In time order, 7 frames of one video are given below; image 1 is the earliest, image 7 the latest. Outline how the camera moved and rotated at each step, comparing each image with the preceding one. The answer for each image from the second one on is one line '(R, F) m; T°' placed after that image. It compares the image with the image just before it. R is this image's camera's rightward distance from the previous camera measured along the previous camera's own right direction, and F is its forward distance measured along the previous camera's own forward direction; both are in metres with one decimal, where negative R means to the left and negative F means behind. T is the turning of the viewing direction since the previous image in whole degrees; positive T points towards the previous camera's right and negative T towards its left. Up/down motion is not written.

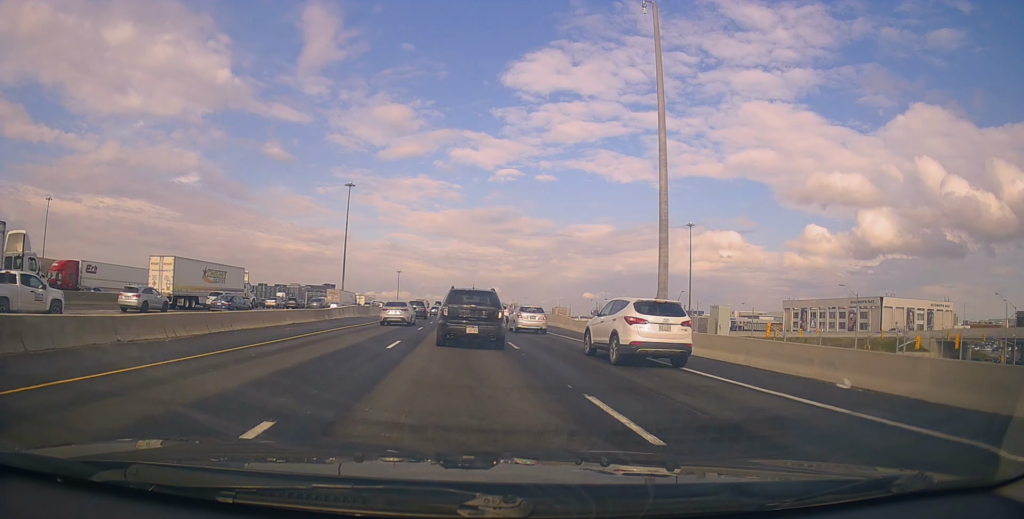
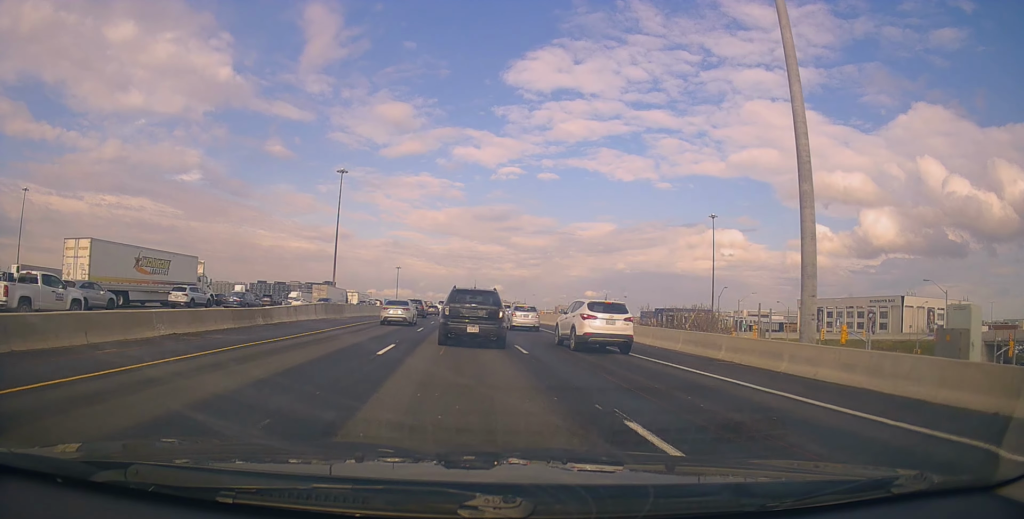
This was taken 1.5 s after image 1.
(+0.1, +14.4) m; +1°
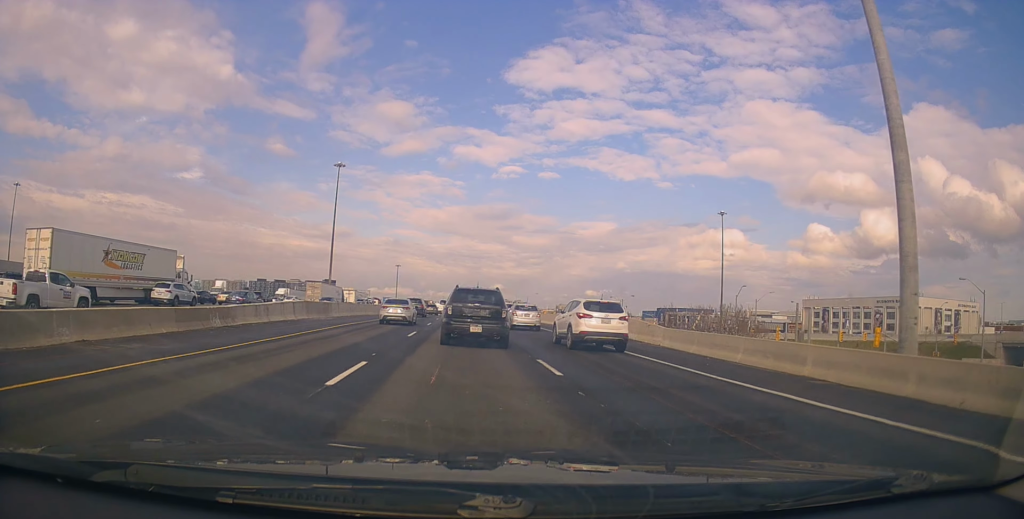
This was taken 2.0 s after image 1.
(+0.1, +5.3) m; 0°
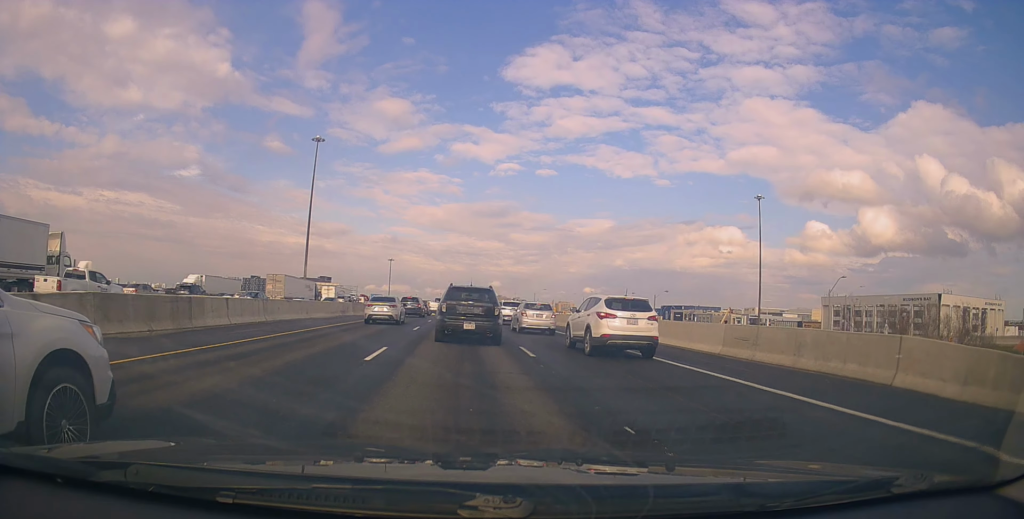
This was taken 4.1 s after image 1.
(-0.1, +21.3) m; 0°
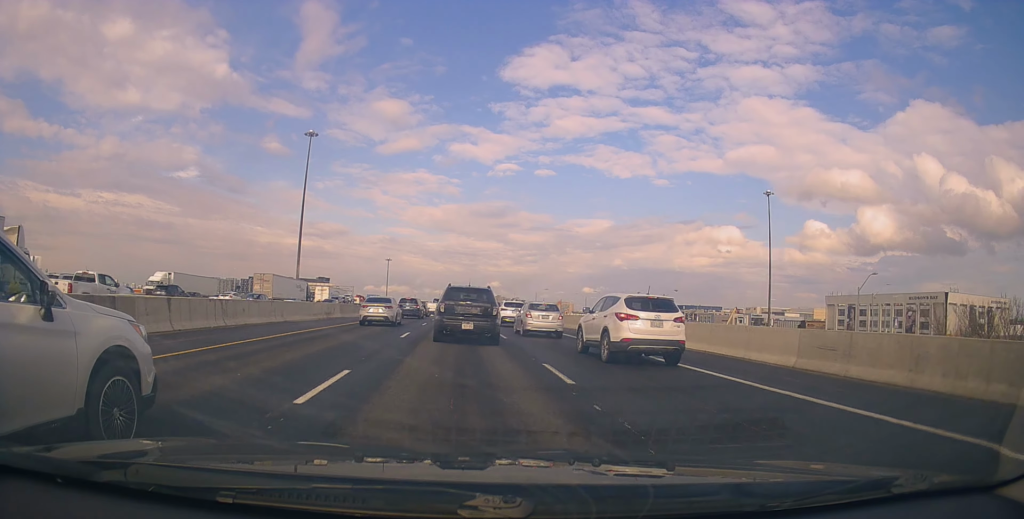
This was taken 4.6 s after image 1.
(-0.3, +5.0) m; 0°
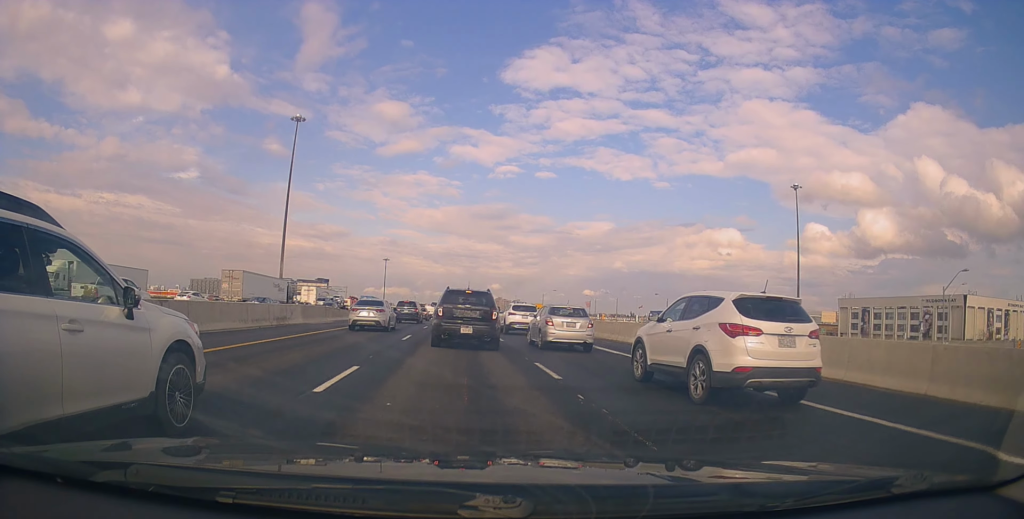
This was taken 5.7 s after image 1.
(+0.4, +11.3) m; -1°
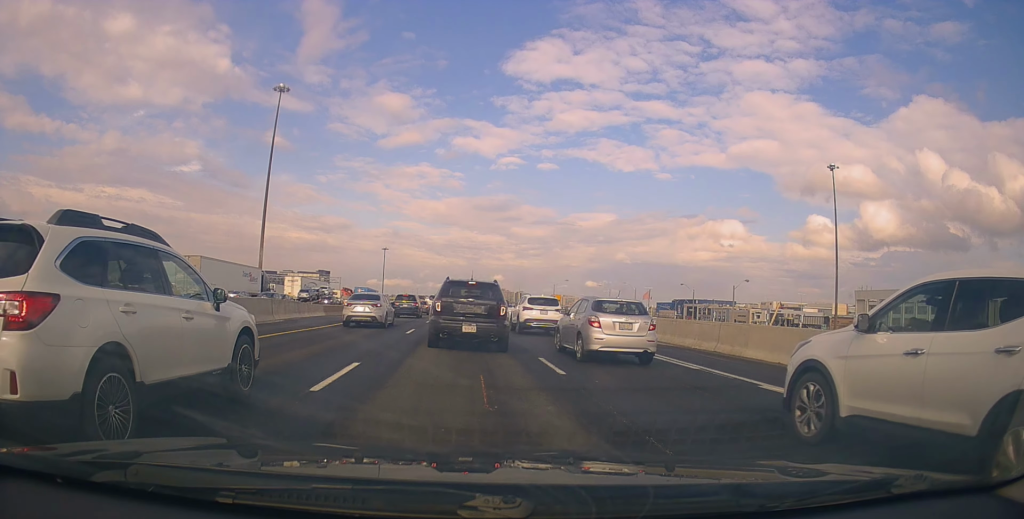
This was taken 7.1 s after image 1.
(-0.5, +11.3) m; 0°
